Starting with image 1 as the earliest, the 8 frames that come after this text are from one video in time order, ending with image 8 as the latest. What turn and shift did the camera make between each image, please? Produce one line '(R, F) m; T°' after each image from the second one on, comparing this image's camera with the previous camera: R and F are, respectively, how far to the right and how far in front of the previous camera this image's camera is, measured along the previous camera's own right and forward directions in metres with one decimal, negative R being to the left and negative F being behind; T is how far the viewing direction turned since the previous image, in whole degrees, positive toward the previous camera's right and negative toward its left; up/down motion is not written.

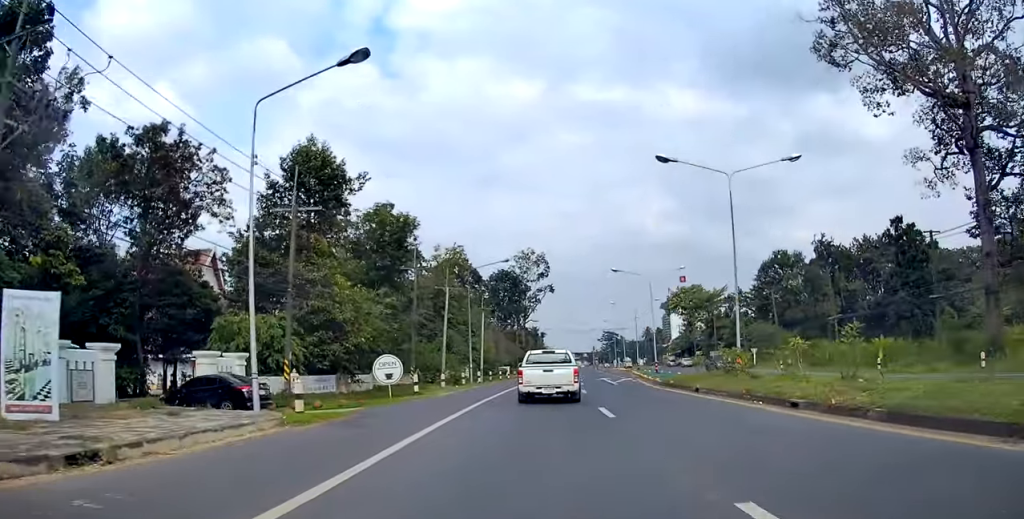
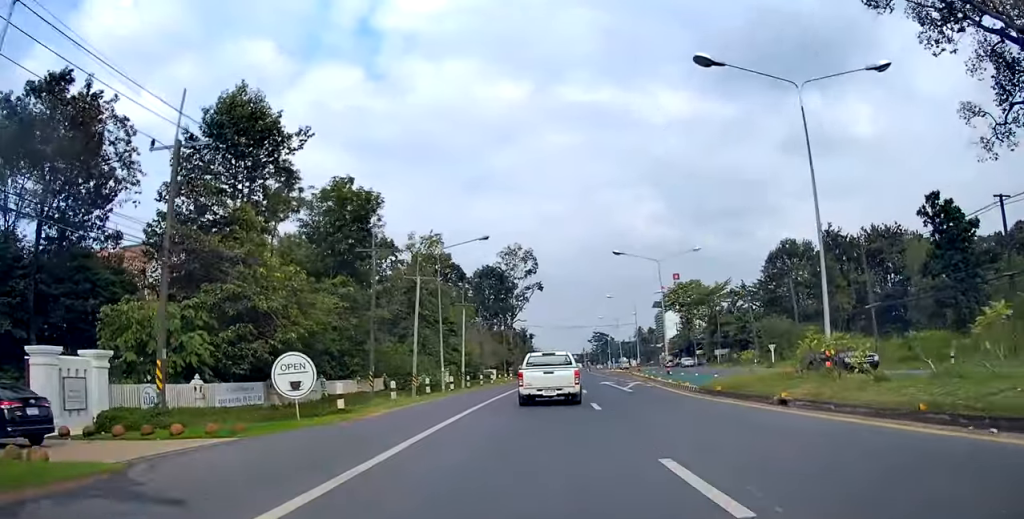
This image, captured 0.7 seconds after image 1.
(0.0, +10.0) m; +2°
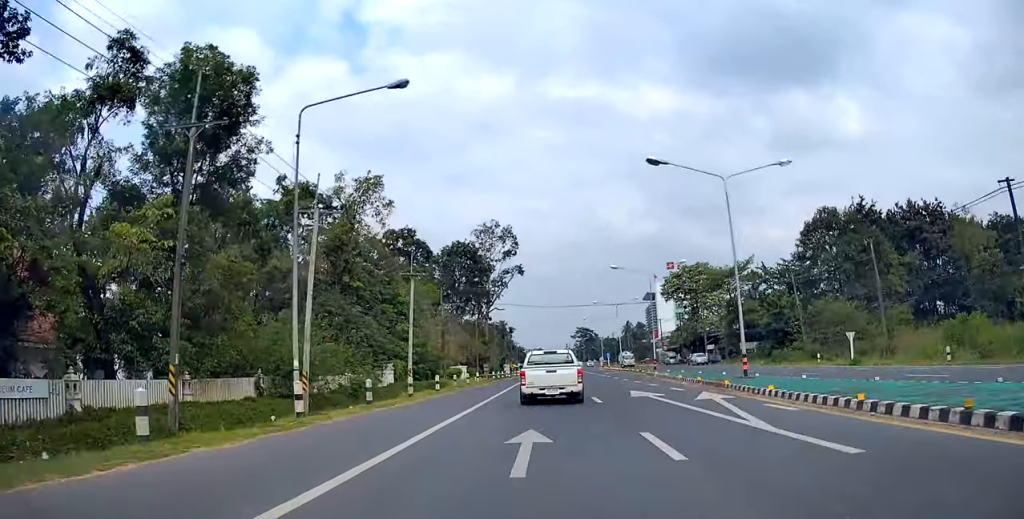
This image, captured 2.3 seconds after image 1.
(+0.4, +22.6) m; 0°
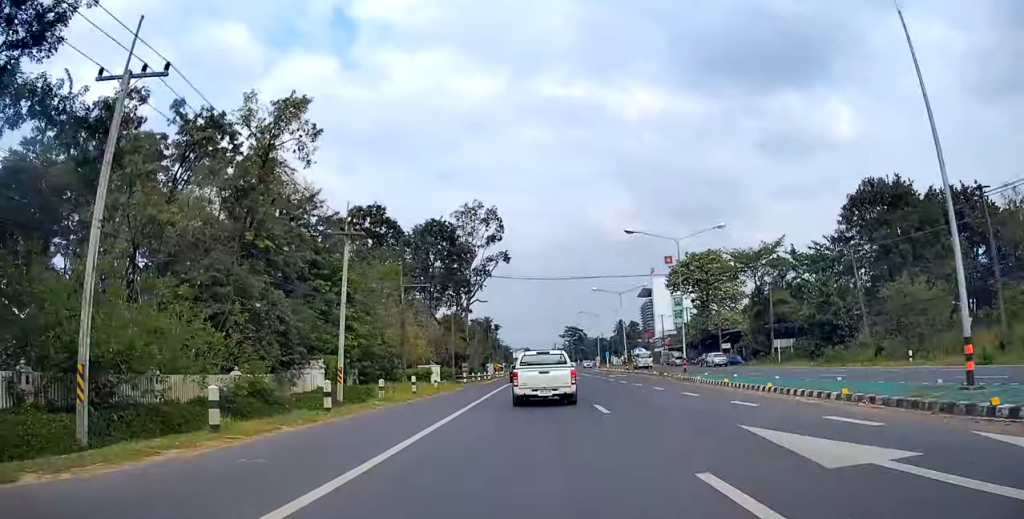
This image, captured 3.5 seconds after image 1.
(-0.2, +16.0) m; 0°
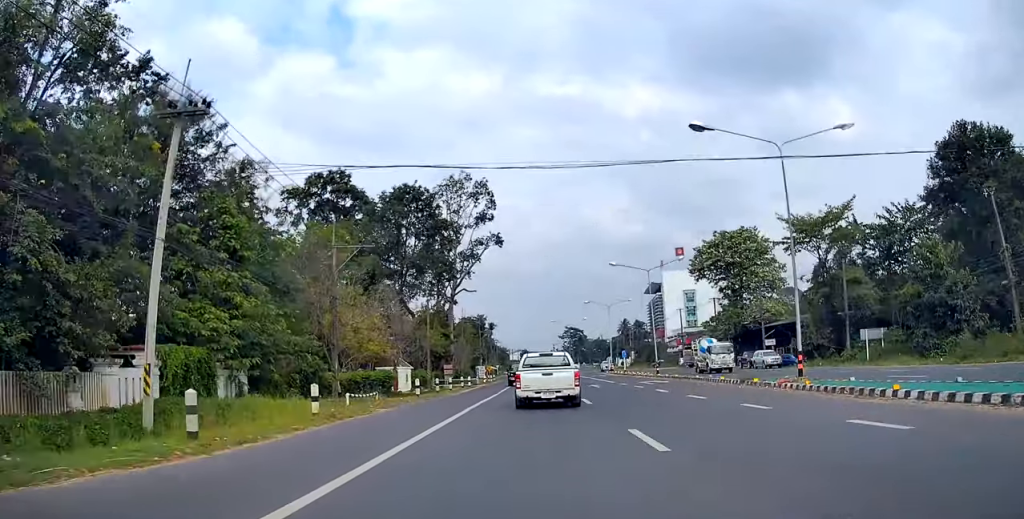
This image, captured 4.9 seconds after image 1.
(+0.4, +19.0) m; +2°
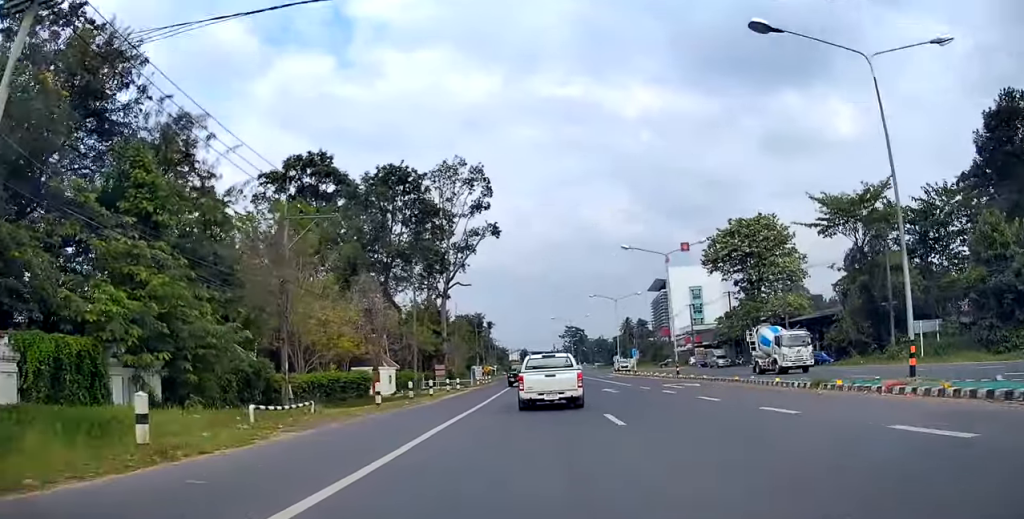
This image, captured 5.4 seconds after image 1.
(+0.2, +7.8) m; 0°
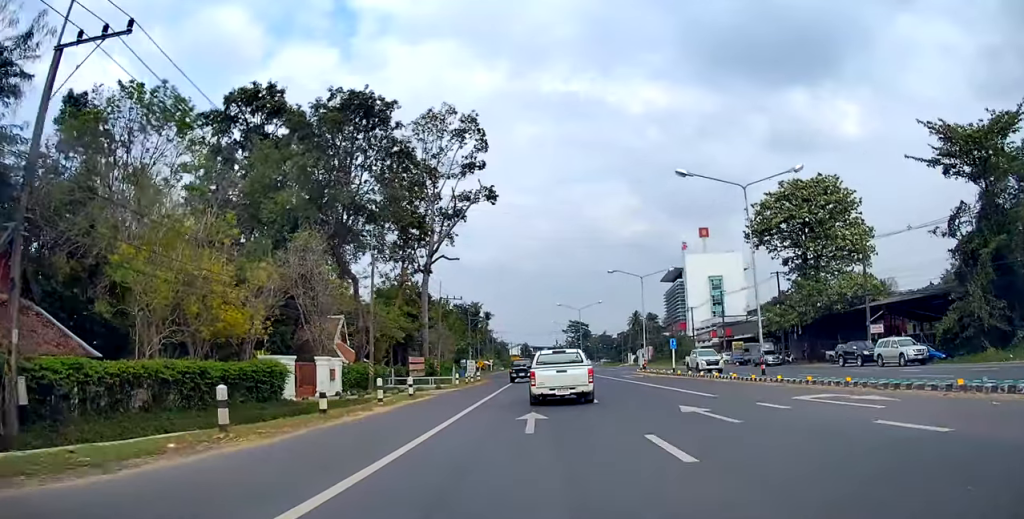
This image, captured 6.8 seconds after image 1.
(-0.2, +18.2) m; -1°
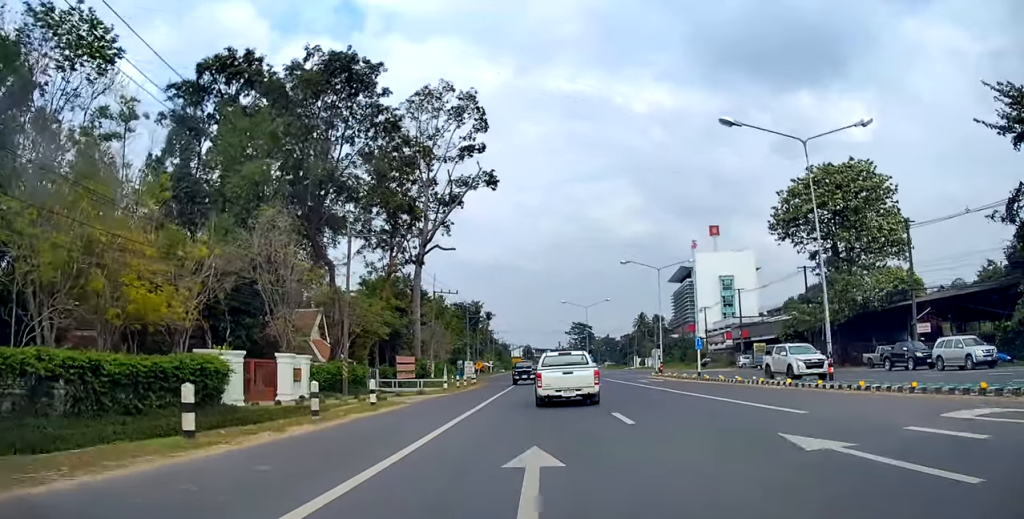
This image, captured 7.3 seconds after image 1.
(0.0, +7.0) m; +1°
